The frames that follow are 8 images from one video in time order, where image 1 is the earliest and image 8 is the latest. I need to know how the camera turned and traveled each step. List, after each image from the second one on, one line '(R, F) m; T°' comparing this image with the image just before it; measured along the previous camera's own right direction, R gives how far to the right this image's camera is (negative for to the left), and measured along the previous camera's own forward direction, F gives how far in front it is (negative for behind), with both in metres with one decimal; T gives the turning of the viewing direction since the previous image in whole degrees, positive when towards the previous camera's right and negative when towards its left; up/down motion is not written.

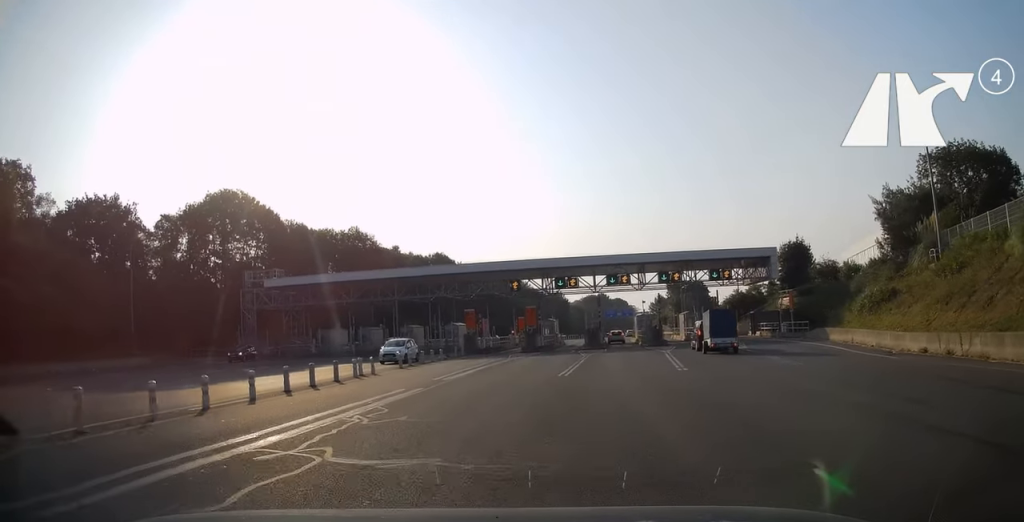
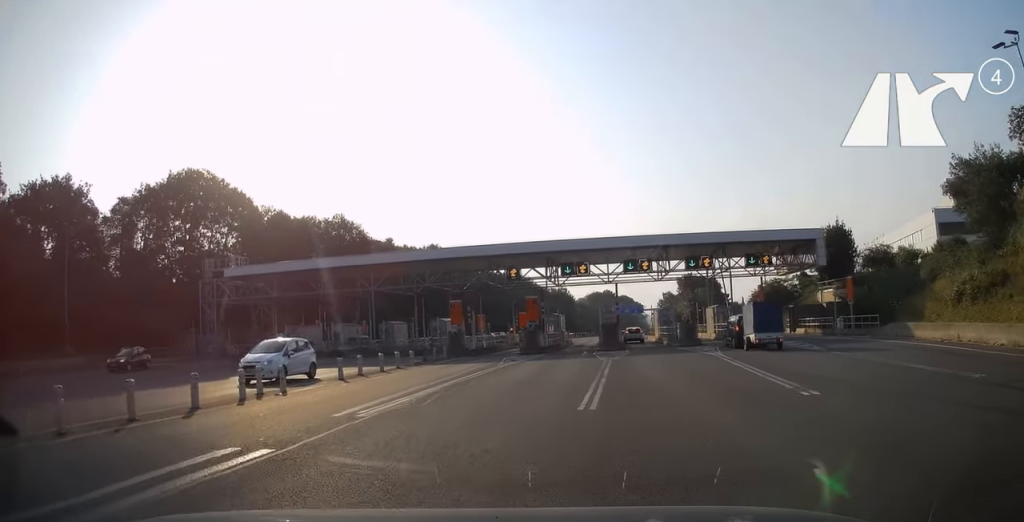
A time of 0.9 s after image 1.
(+0.1, +9.7) m; +1°
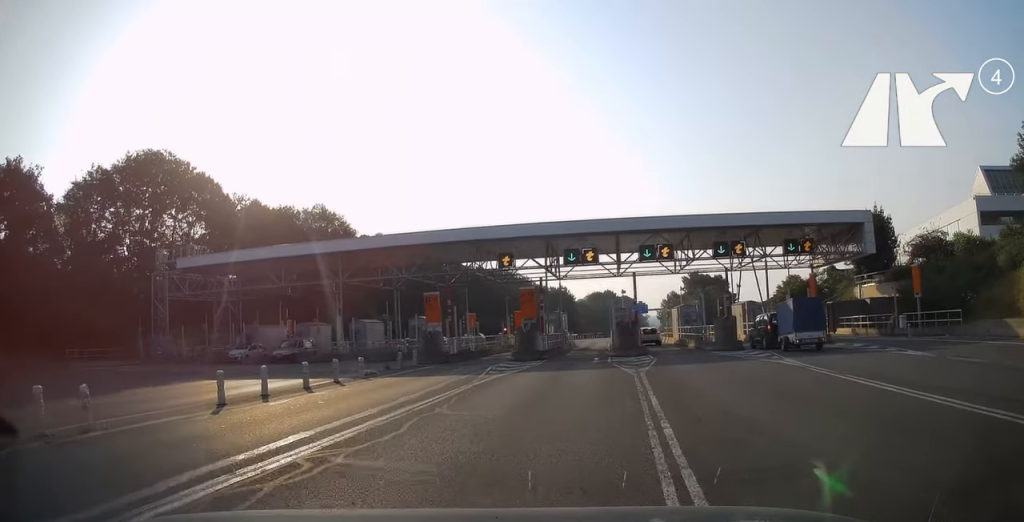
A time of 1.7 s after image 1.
(0.0, +8.1) m; +1°
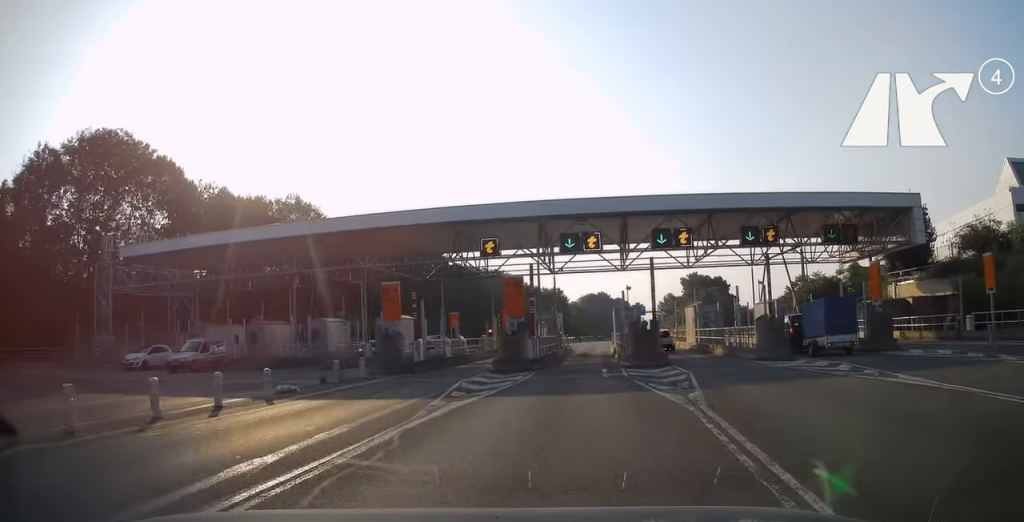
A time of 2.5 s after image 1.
(+0.1, +7.0) m; 0°
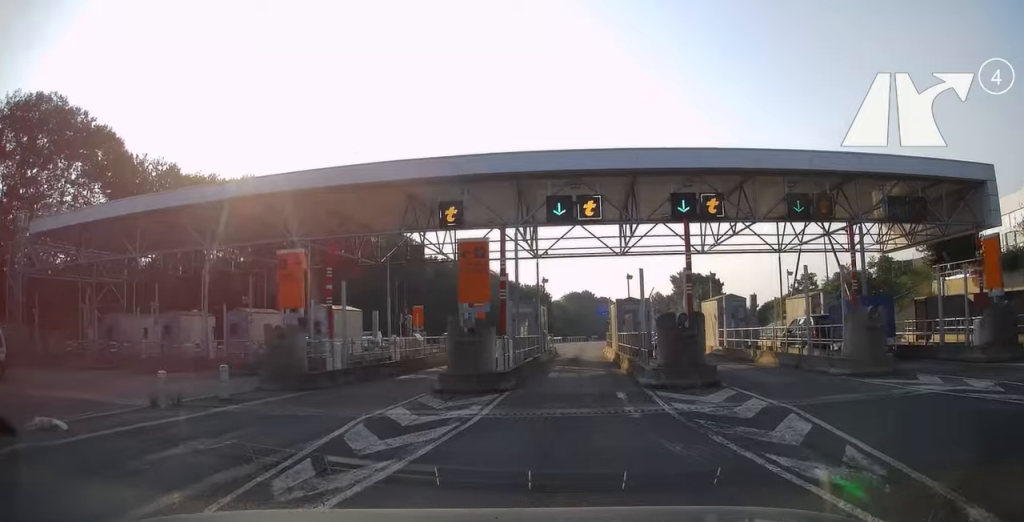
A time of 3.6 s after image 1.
(0.0, +8.4) m; 0°
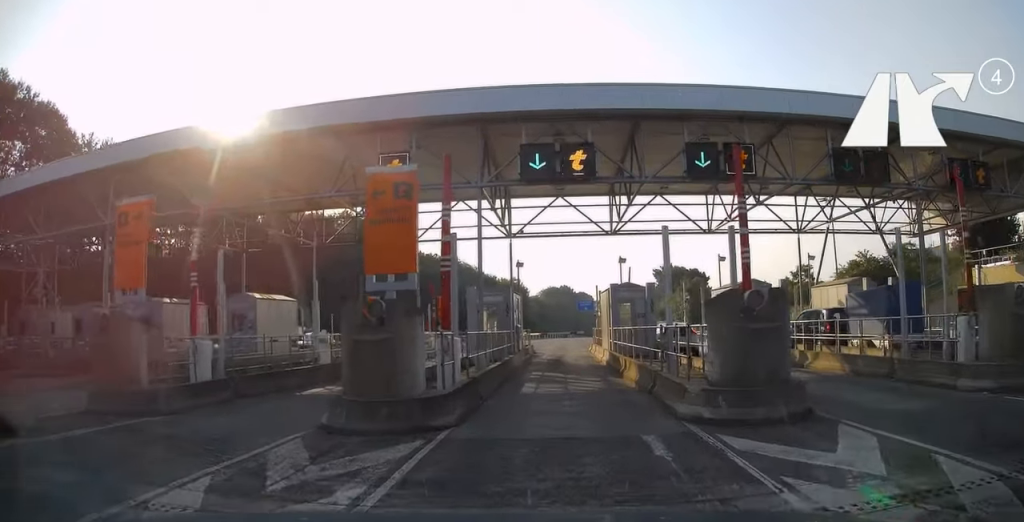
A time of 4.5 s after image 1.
(0.0, +6.0) m; +2°
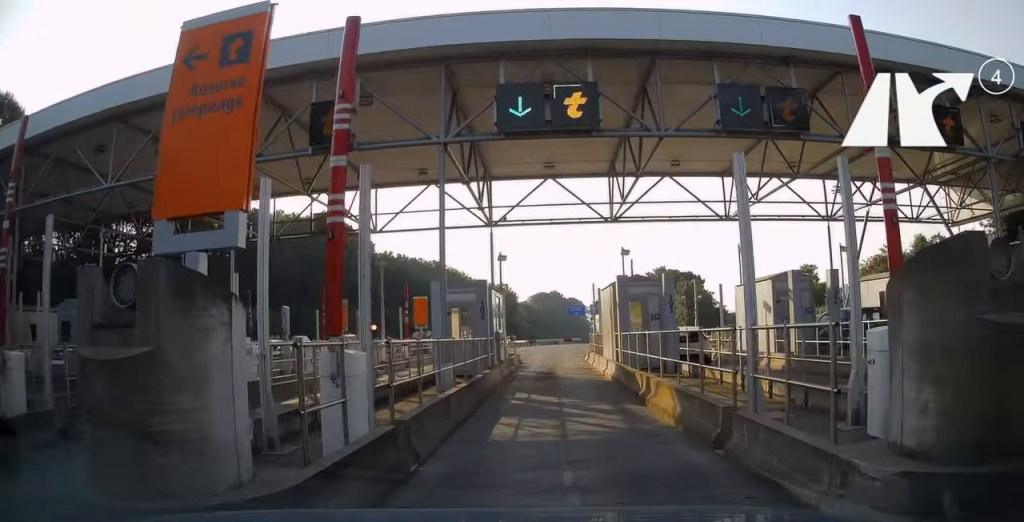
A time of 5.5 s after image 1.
(+0.2, +5.0) m; +3°
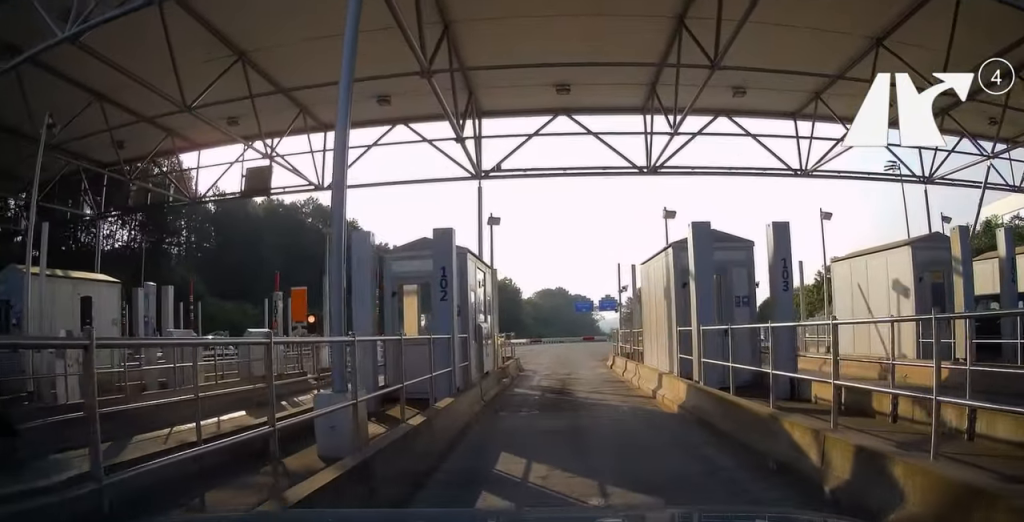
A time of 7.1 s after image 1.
(+0.3, +7.2) m; +4°
